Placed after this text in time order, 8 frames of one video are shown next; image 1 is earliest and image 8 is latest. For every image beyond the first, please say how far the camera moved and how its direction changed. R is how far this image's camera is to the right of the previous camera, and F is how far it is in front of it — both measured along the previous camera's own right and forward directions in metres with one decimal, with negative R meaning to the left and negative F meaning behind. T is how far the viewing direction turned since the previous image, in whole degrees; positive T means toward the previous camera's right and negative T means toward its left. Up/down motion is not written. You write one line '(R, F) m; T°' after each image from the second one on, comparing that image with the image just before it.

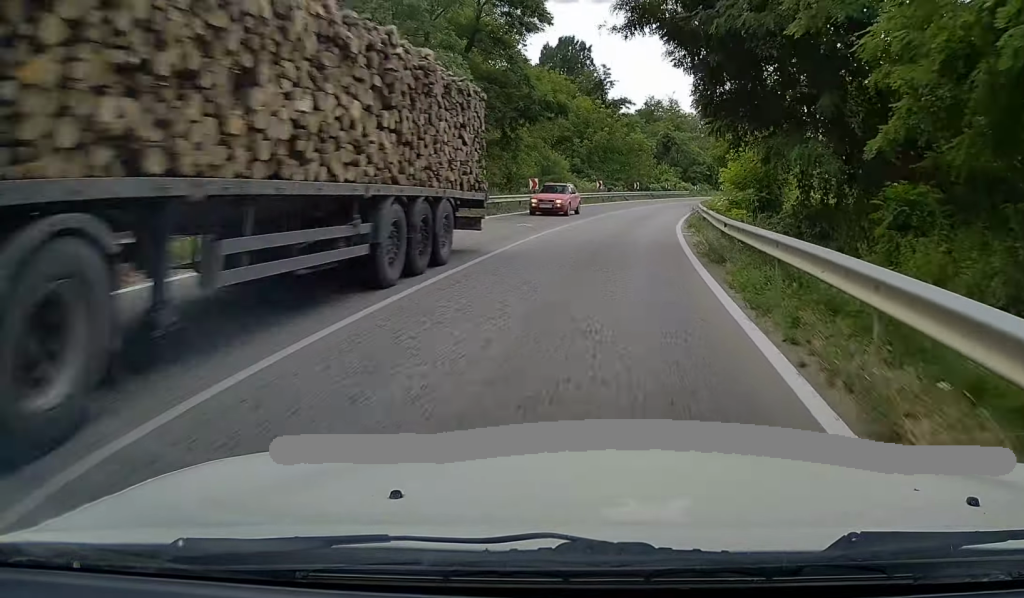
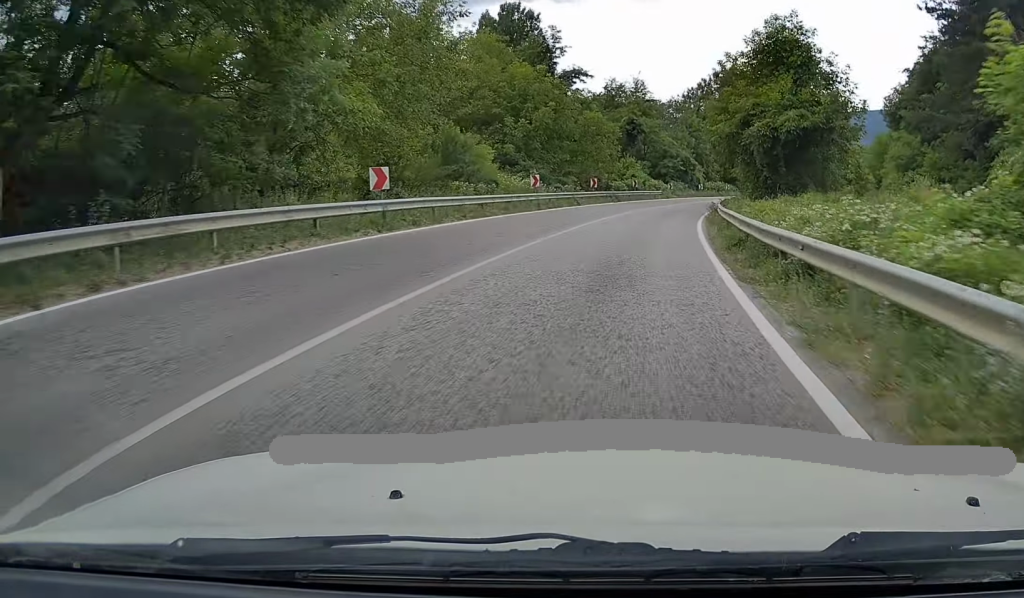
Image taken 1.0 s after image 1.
(+0.6, +22.5) m; +4°
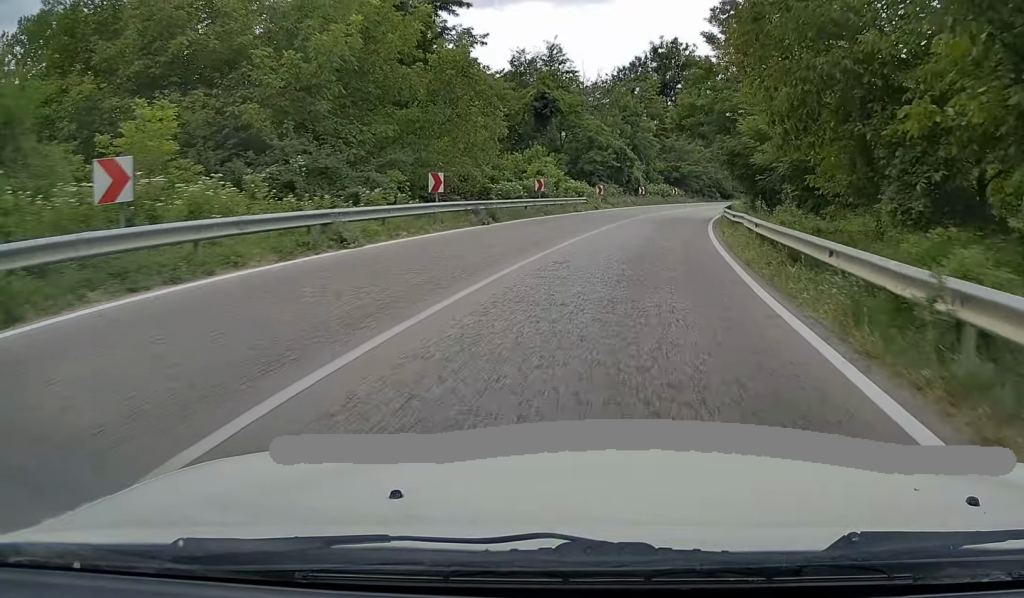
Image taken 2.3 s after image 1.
(+1.9, +29.9) m; +6°
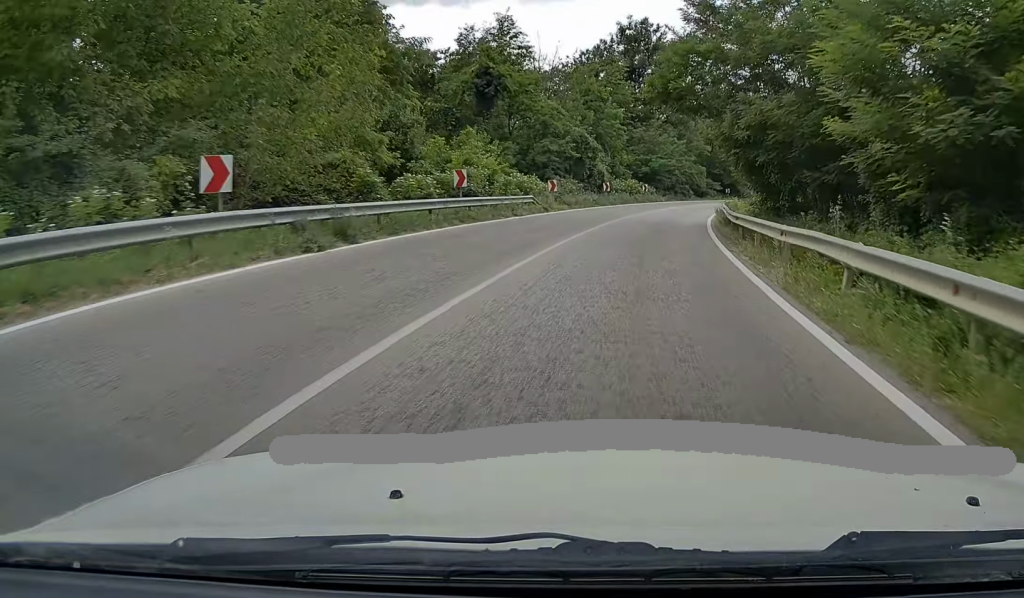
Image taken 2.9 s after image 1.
(+0.2, +12.0) m; +2°
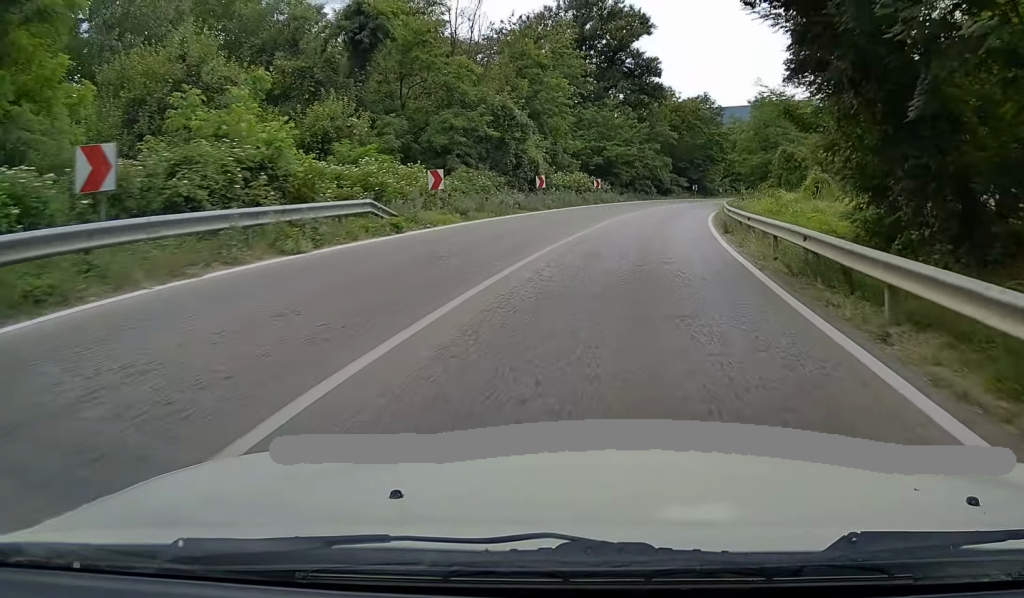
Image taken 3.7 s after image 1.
(+0.3, +18.1) m; +4°
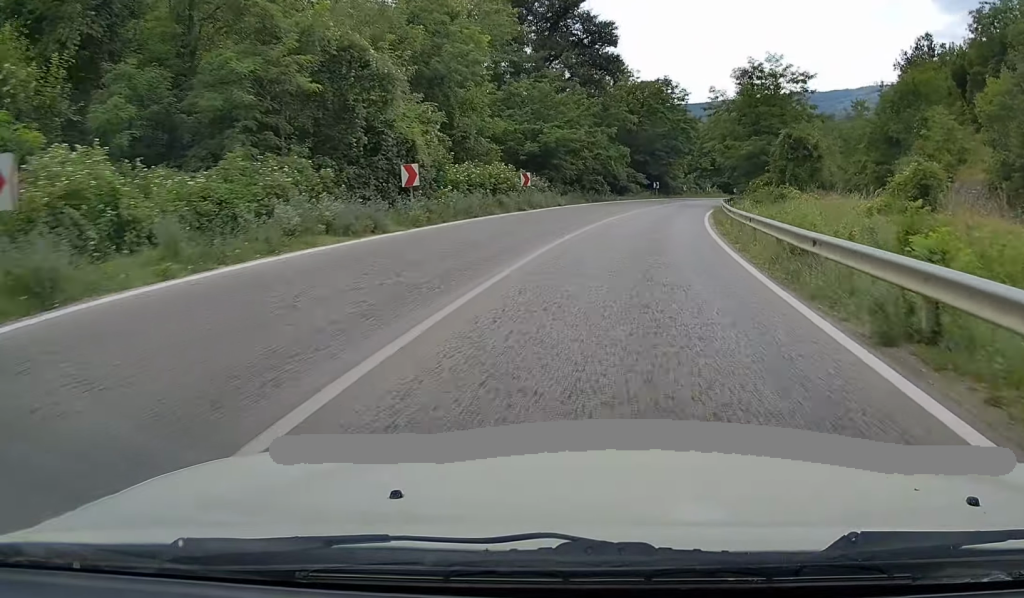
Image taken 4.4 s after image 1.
(+0.8, +17.3) m; +4°
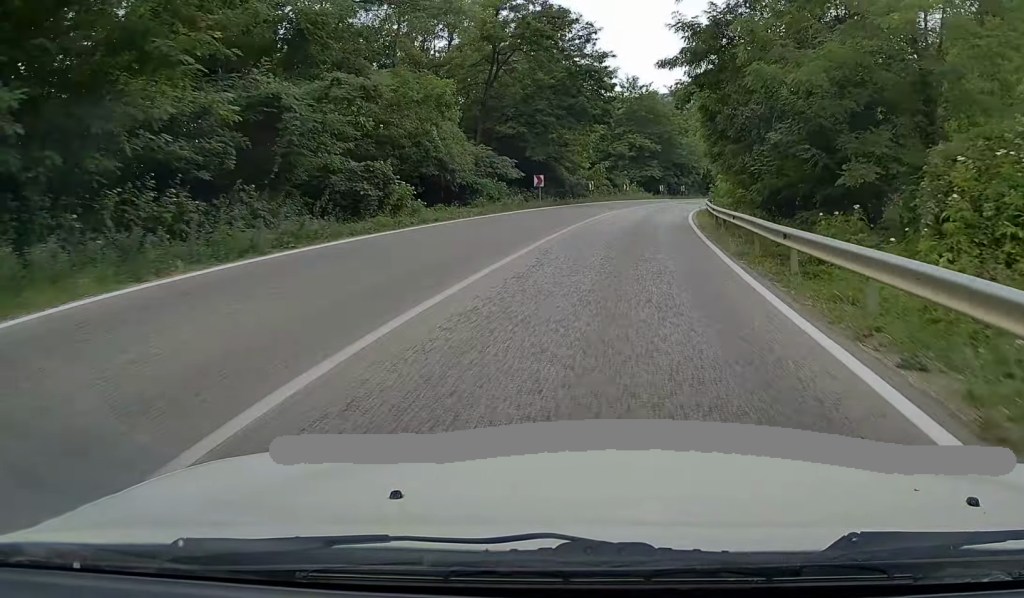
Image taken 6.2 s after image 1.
(+2.8, +38.9) m; +7°
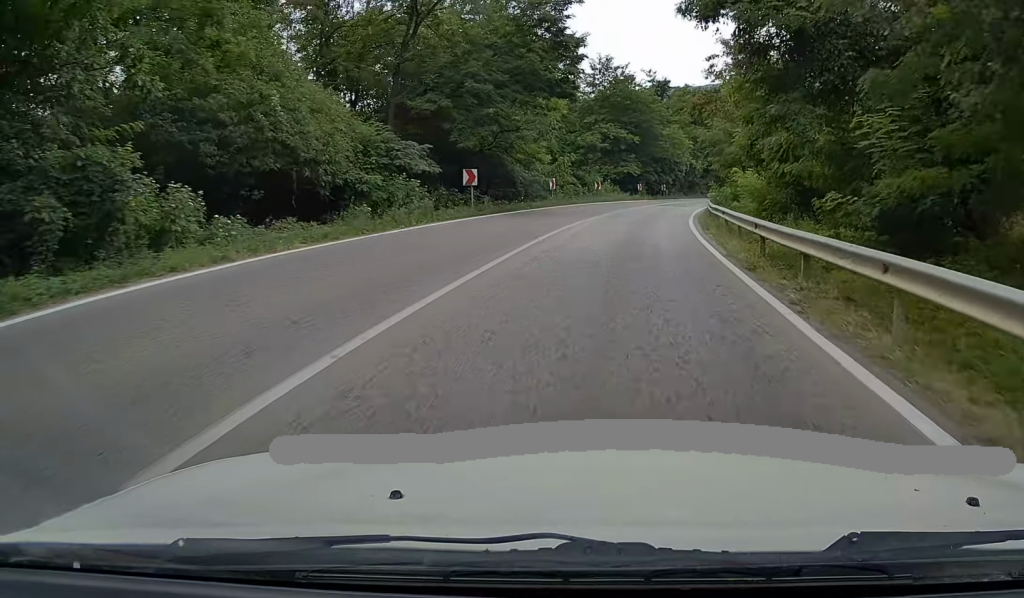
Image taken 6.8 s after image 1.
(0.0, +12.9) m; +2°
